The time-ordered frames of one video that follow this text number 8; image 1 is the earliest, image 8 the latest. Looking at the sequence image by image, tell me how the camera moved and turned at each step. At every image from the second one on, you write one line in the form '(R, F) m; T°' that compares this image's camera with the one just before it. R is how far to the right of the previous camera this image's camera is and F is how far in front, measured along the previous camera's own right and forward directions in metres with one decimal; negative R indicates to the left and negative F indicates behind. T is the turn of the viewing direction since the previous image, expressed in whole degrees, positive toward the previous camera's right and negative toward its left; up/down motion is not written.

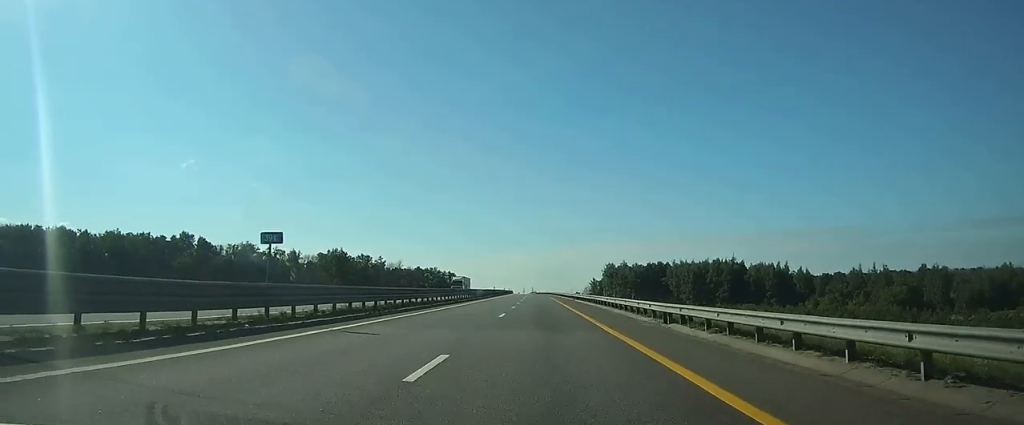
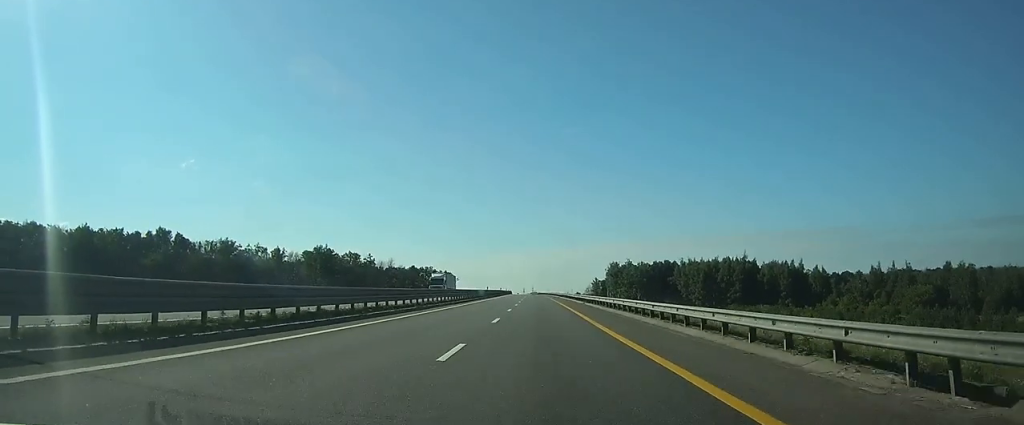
(-0.1, +15.5) m; 0°
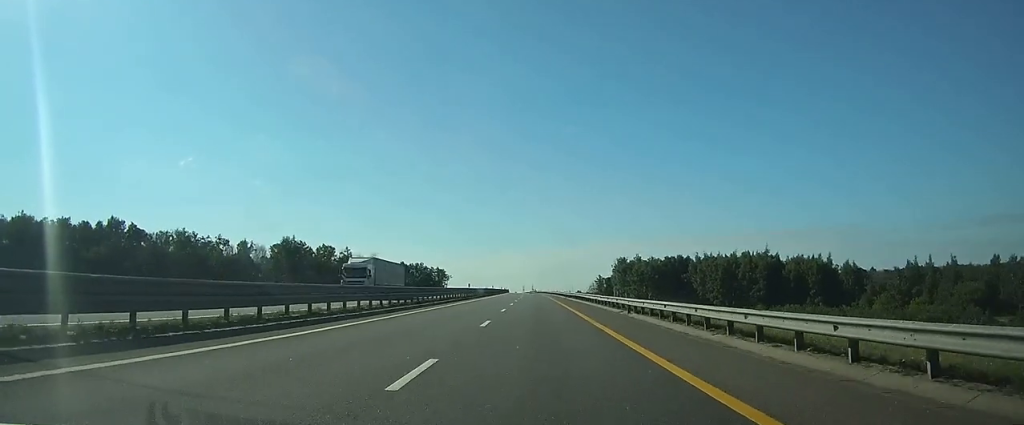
(-0.1, +26.6) m; 0°
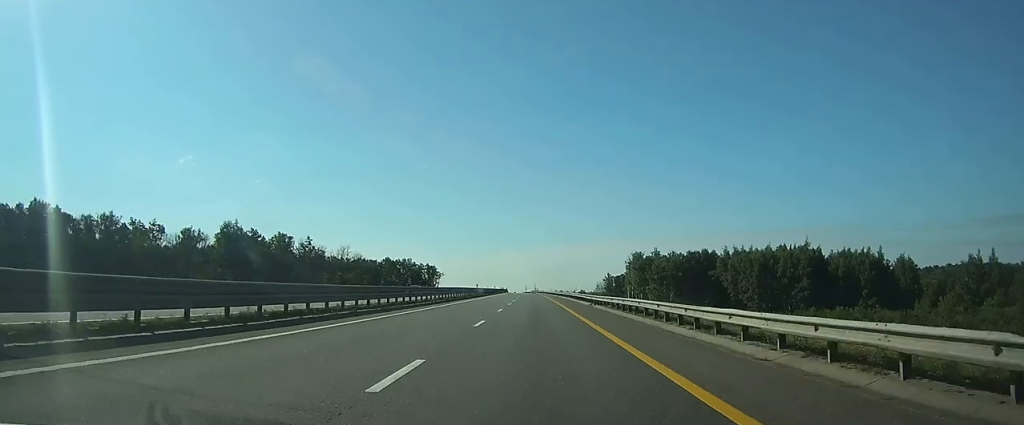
(-0.1, +35.4) m; 0°
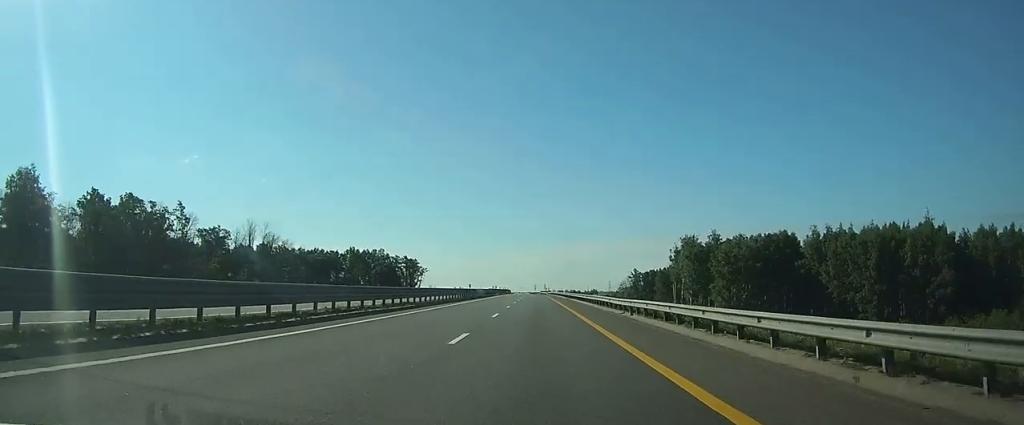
(0.0, +65.4) m; 0°
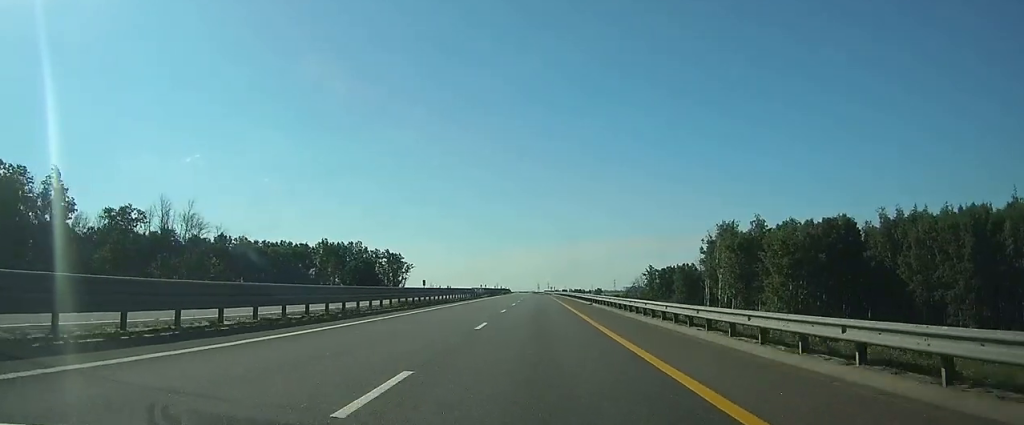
(-0.1, +31.1) m; 0°
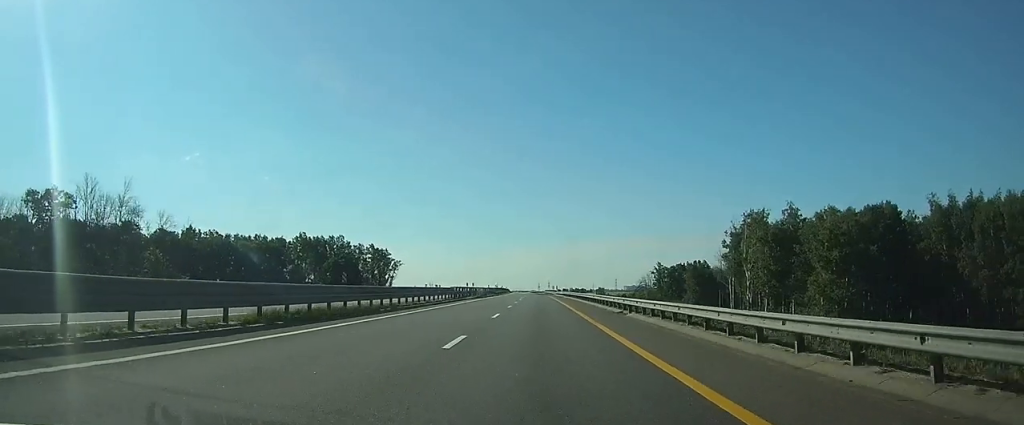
(0.0, +17.8) m; 0°
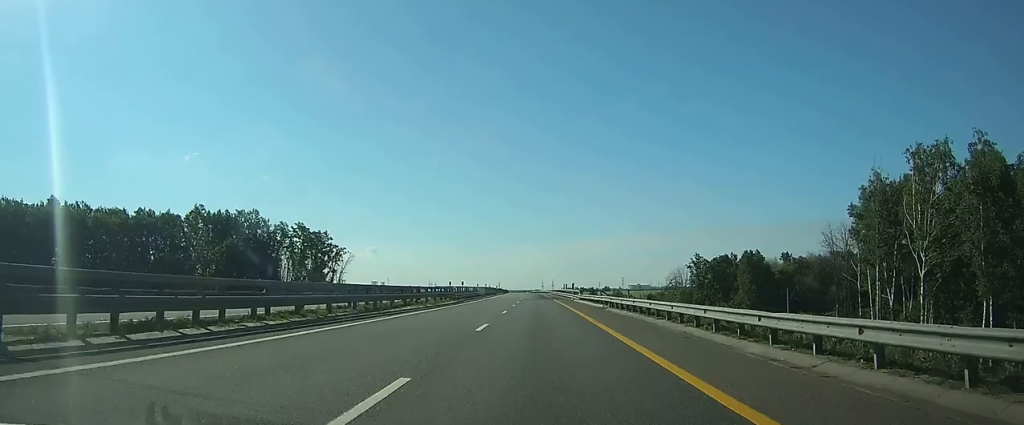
(-0.1, +54.4) m; 0°
